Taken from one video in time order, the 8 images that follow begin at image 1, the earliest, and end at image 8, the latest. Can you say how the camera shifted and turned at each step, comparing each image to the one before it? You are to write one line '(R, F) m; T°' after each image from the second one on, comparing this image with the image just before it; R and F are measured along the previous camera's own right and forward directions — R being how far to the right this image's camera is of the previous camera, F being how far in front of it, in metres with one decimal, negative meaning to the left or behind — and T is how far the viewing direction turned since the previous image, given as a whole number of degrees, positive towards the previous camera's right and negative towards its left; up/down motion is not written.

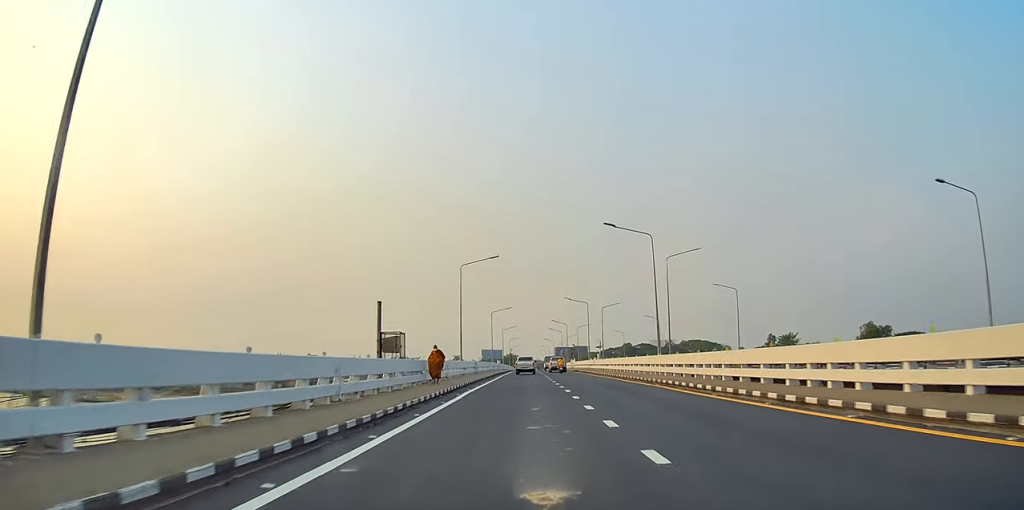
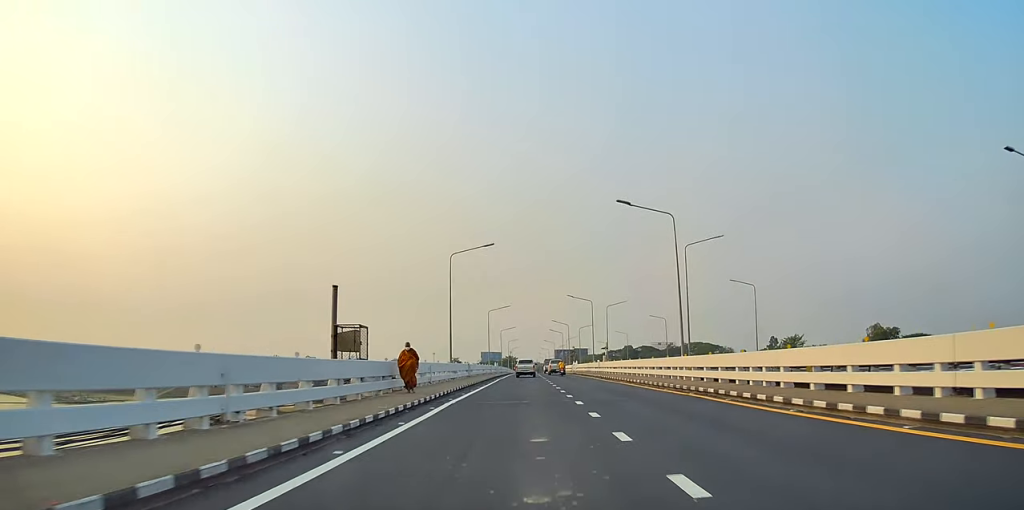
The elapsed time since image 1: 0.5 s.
(-0.1, +6.2) m; +2°
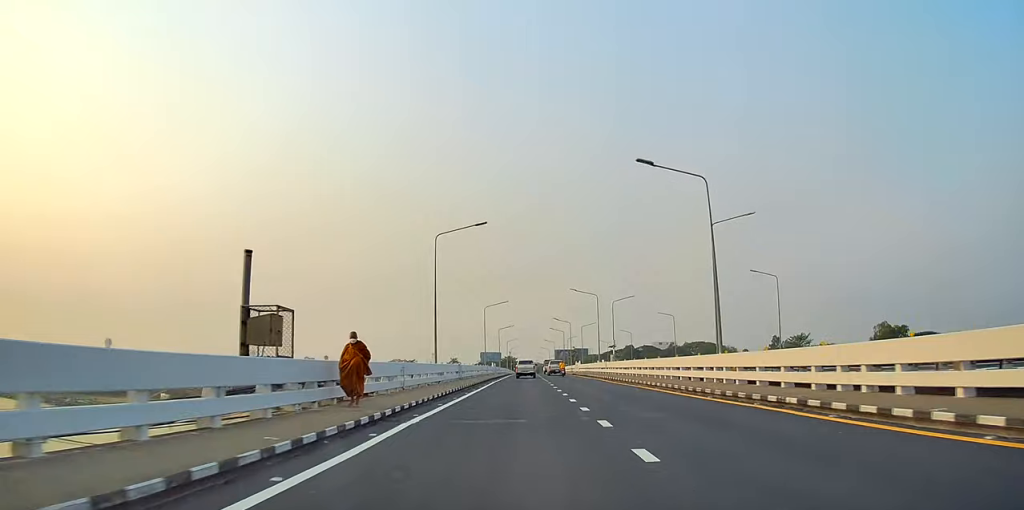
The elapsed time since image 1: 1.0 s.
(0.0, +6.3) m; +1°
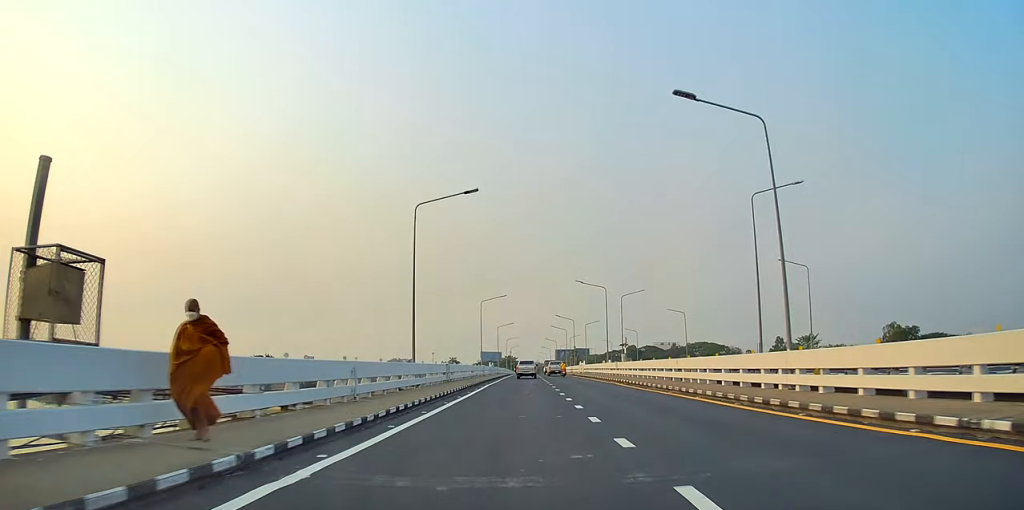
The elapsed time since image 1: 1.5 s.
(+0.4, +6.4) m; 0°
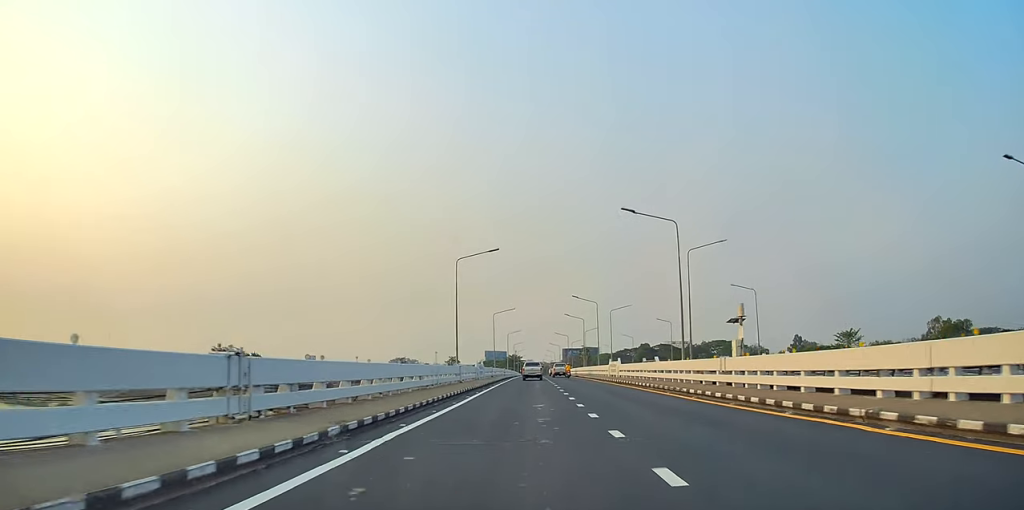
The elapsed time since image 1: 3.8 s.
(+0.3, +27.3) m; 0°
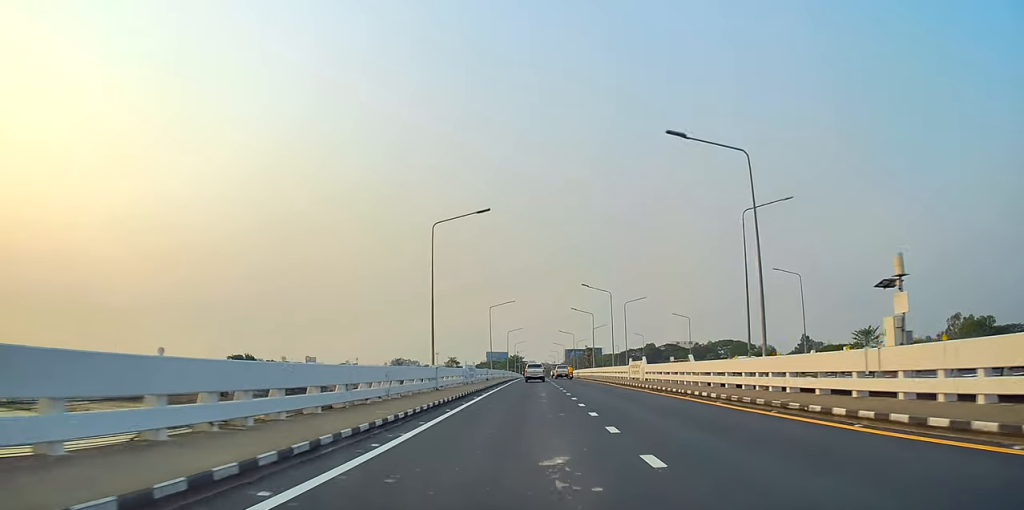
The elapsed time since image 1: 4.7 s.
(-0.7, +10.5) m; 0°
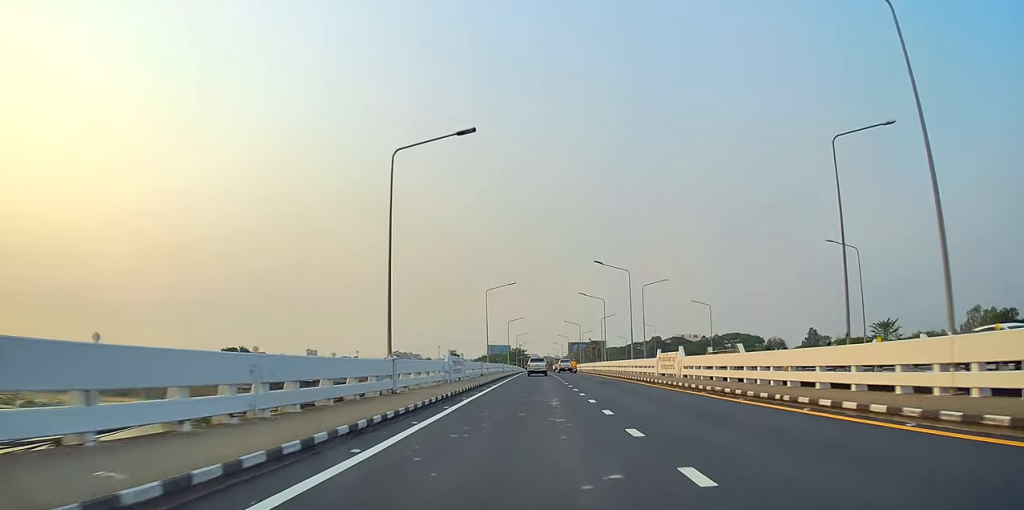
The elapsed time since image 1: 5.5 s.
(+0.5, +9.1) m; 0°
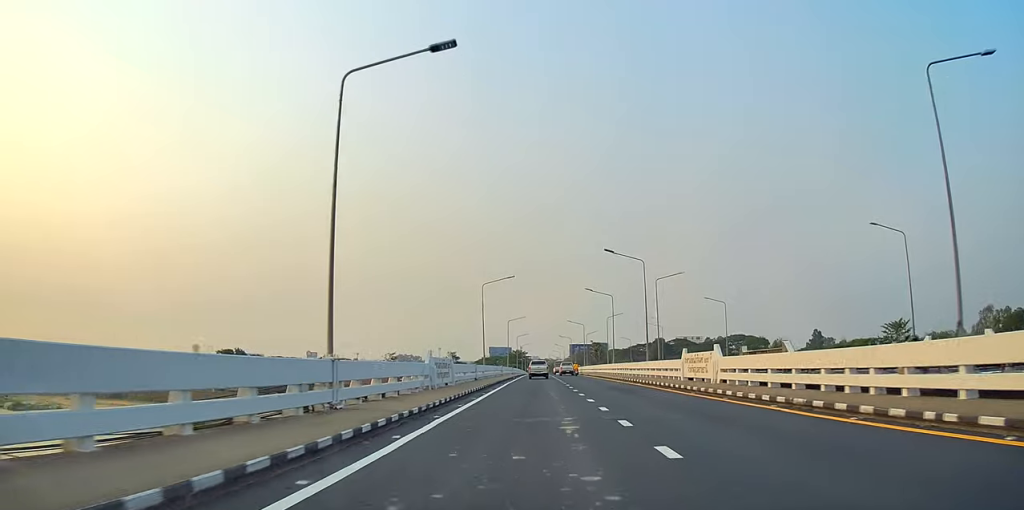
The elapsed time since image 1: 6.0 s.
(+0.1, +5.9) m; -1°
